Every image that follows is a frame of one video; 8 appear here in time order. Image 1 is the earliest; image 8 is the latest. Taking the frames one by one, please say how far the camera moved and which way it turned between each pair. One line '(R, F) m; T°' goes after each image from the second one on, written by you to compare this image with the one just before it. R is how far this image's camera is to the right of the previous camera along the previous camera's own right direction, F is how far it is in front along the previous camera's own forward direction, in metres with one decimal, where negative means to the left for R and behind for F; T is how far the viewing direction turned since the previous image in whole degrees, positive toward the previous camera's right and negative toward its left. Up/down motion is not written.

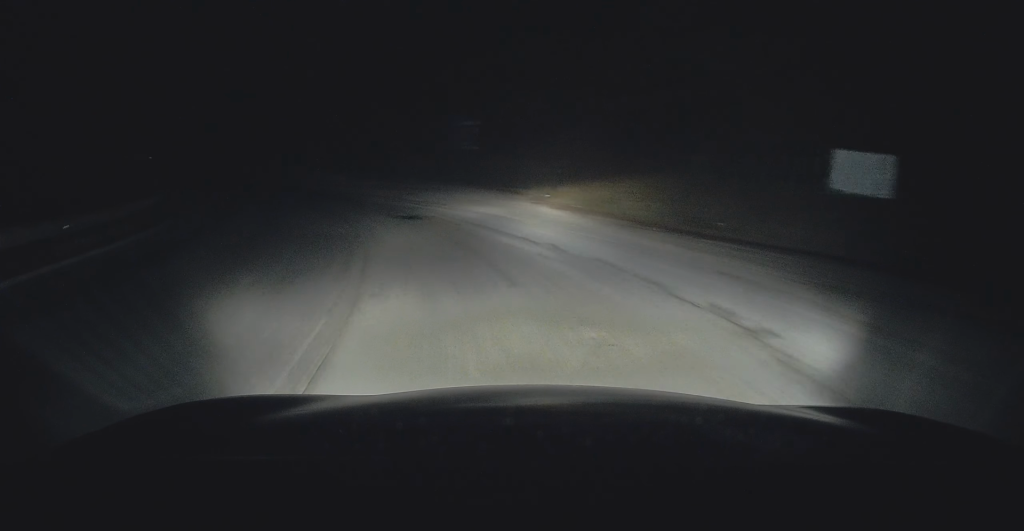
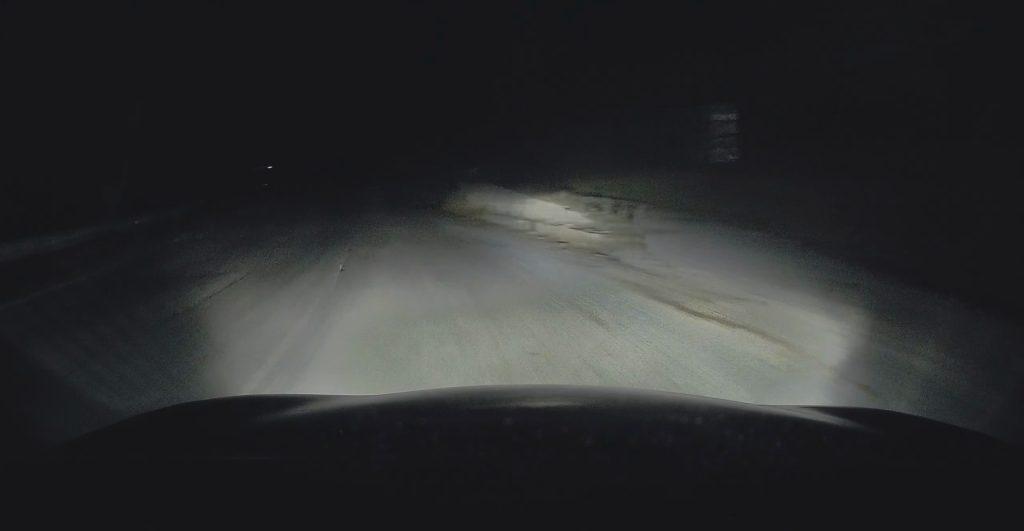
(-2.2, +14.1) m; -17°
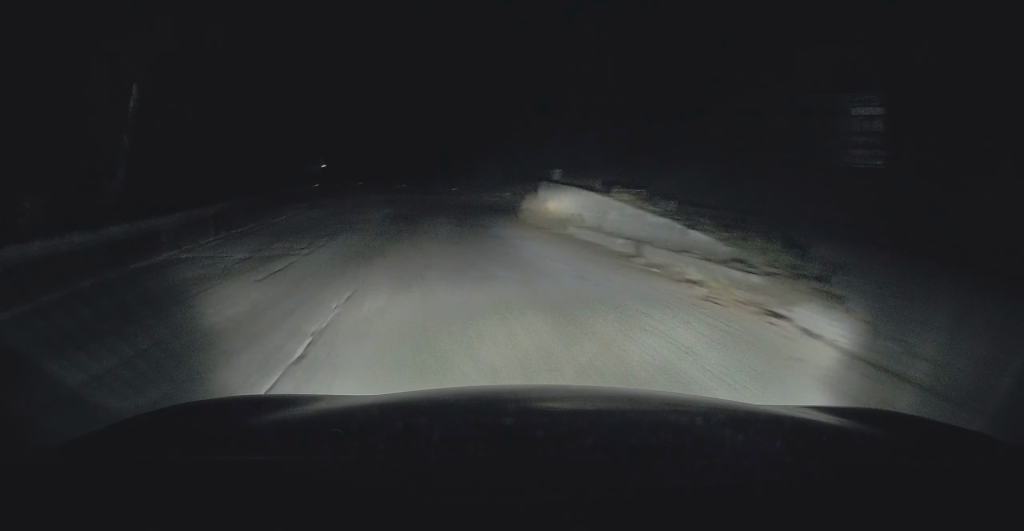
(-0.3, +4.9) m; -6°
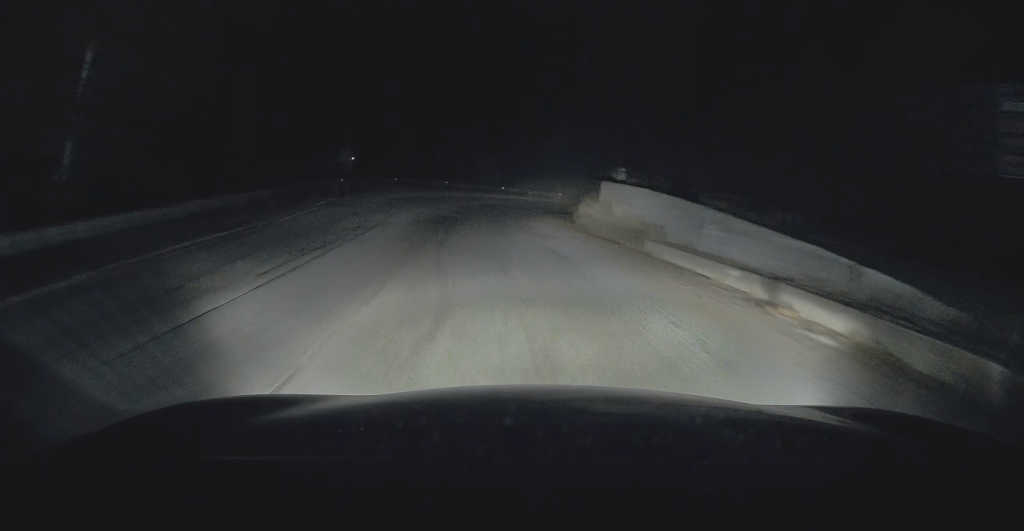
(-0.2, +4.5) m; -5°
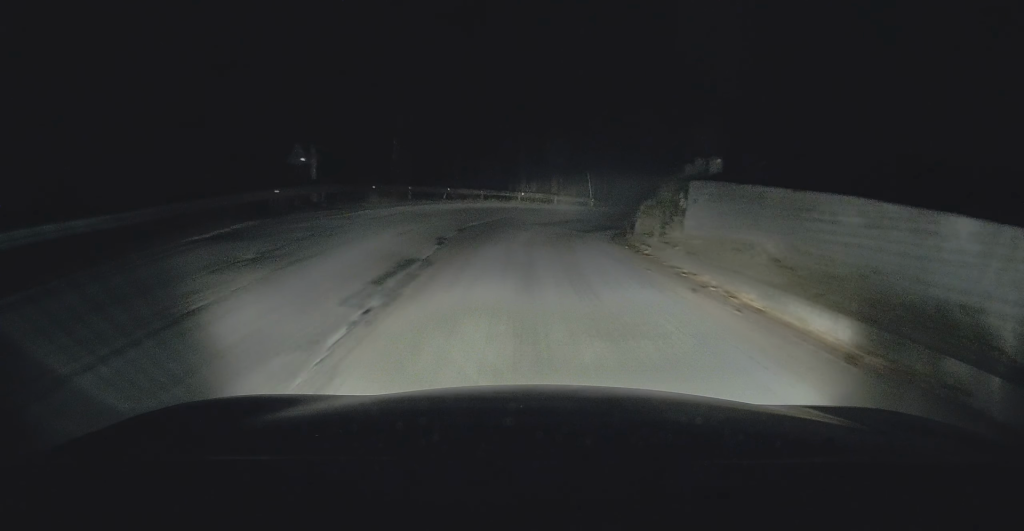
(-1.0, +10.1) m; -8°
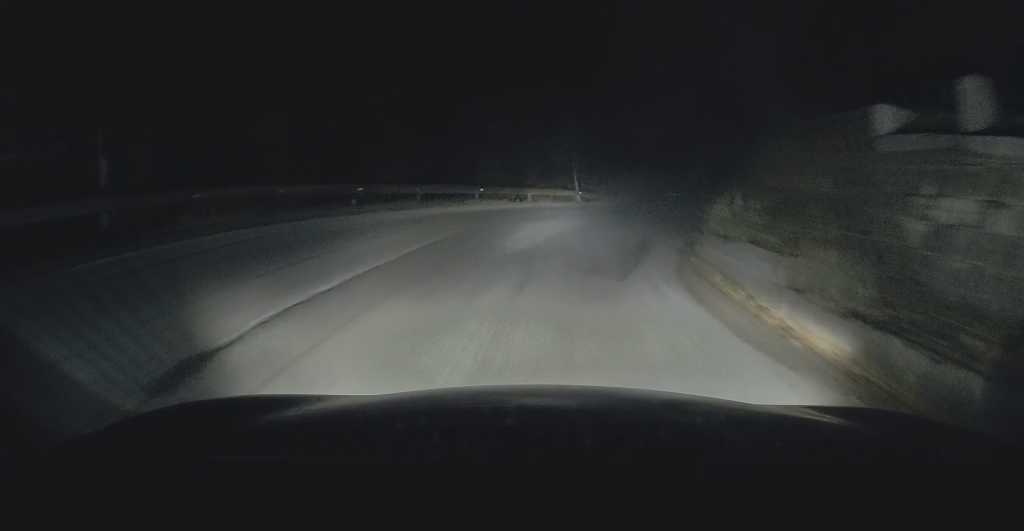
(-0.2, +12.4) m; +2°
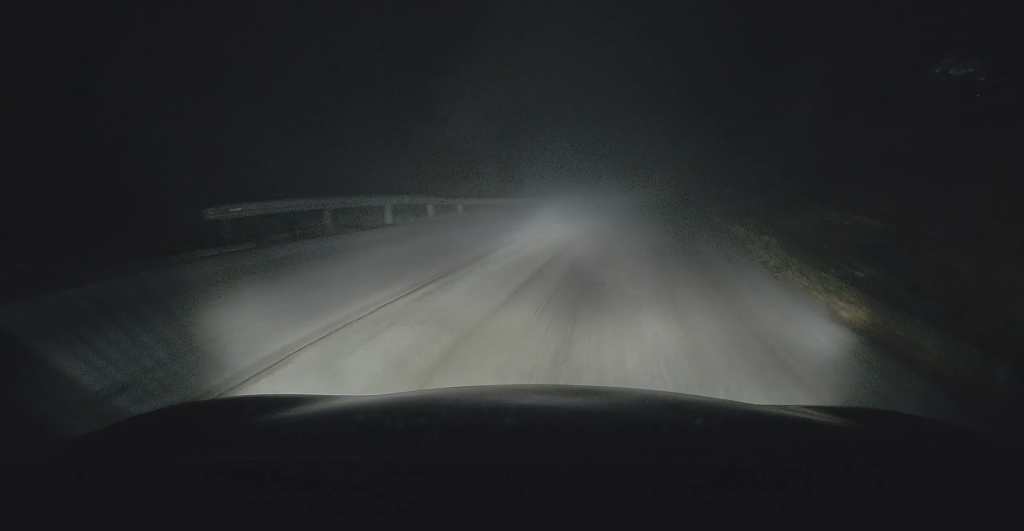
(+5.9, +28.9) m; +25°
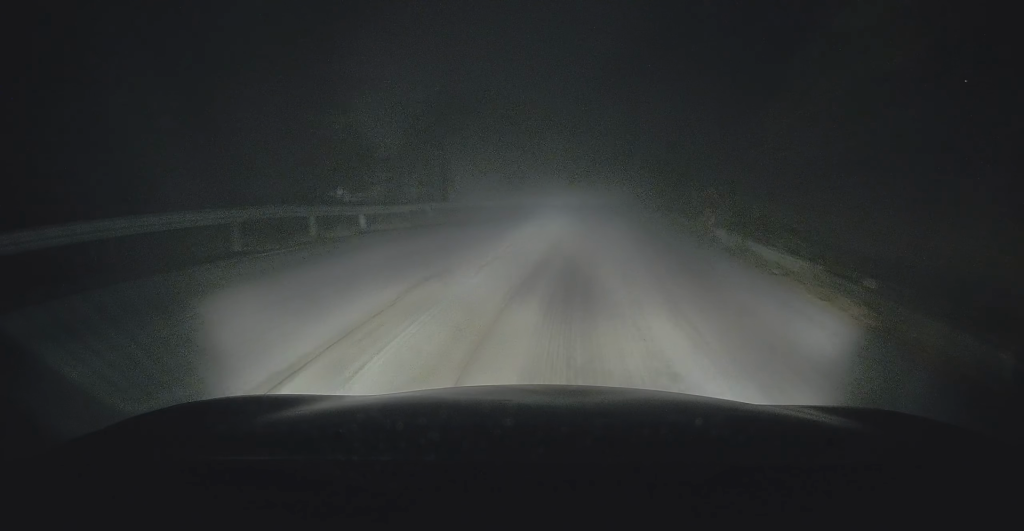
(+0.3, +6.3) m; +6°
